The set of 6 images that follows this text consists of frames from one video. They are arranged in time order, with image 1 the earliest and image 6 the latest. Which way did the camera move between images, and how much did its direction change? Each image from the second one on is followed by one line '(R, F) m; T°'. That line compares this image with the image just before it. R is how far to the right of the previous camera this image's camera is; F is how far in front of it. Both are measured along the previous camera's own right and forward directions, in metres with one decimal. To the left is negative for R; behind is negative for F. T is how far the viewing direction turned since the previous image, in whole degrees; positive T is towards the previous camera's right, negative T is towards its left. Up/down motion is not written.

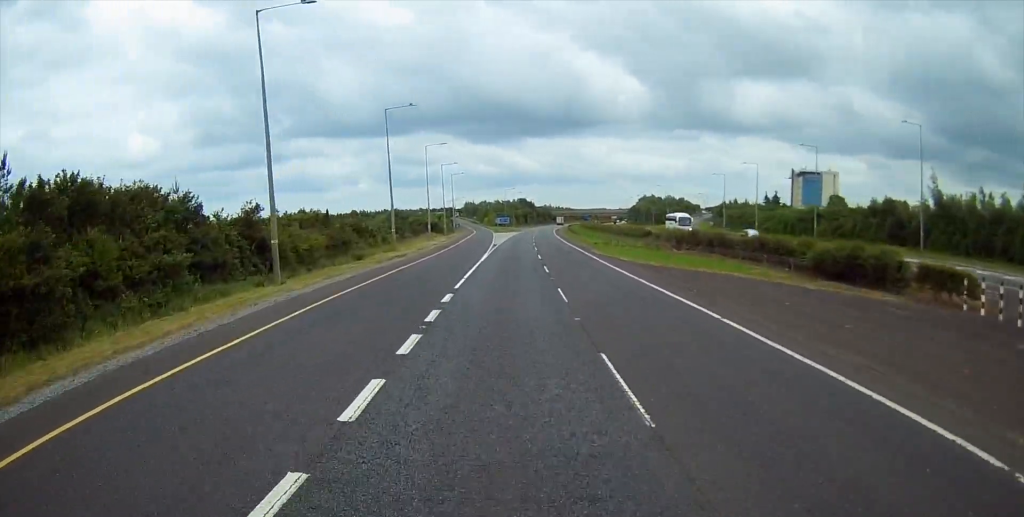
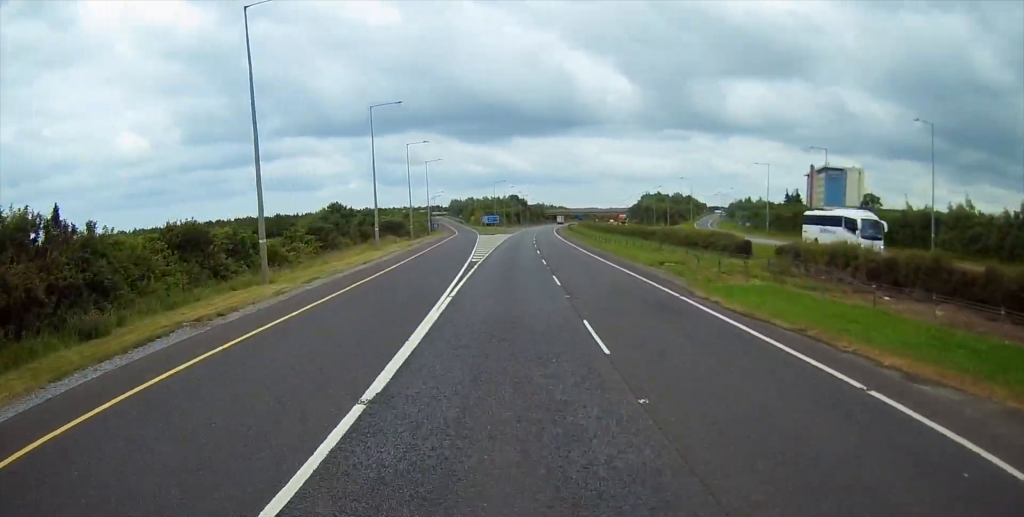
(+0.1, +31.7) m; 0°
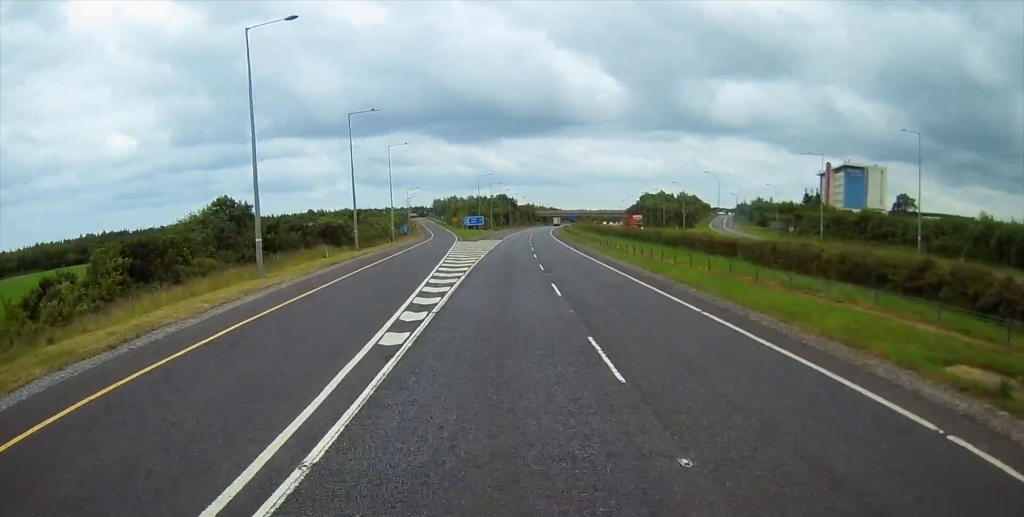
(+0.3, +27.3) m; +2°
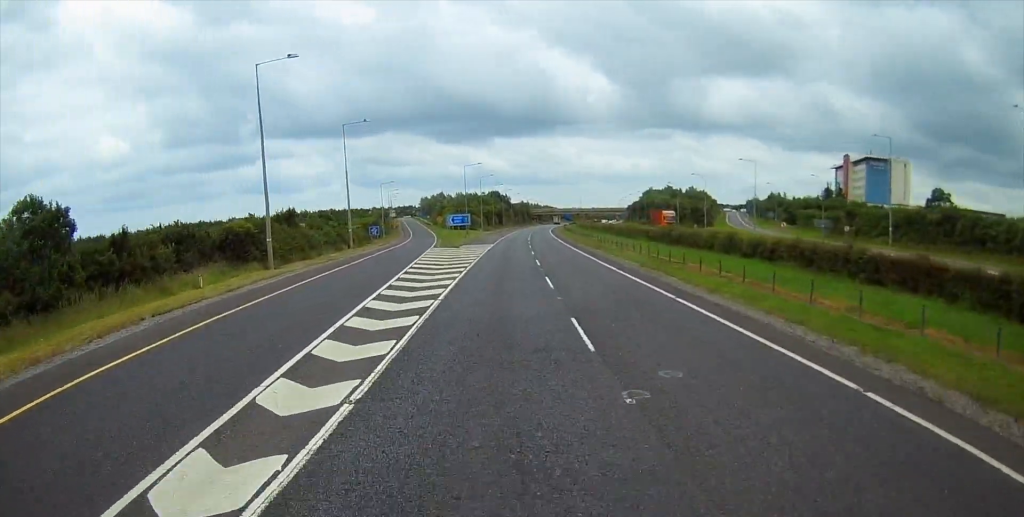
(+0.3, +21.9) m; 0°
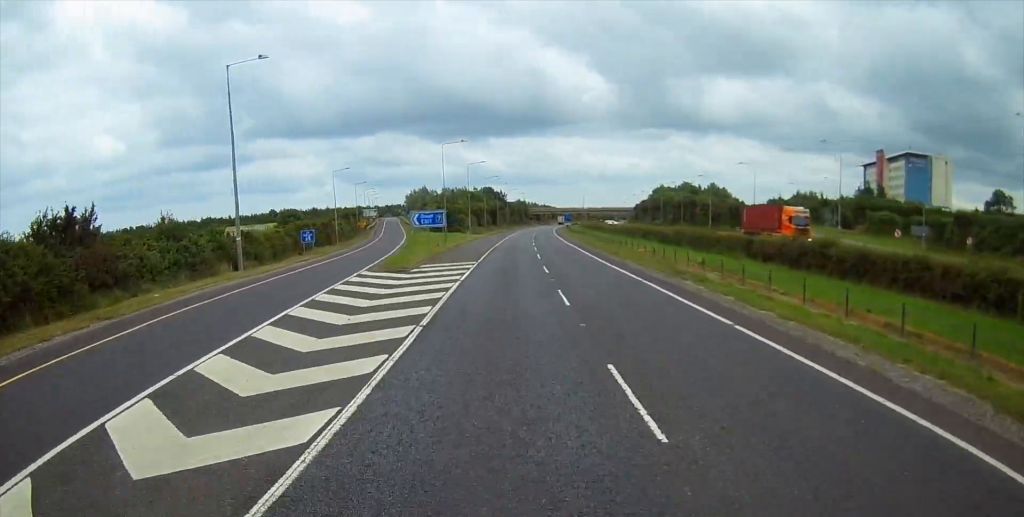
(-0.5, +29.5) m; 0°
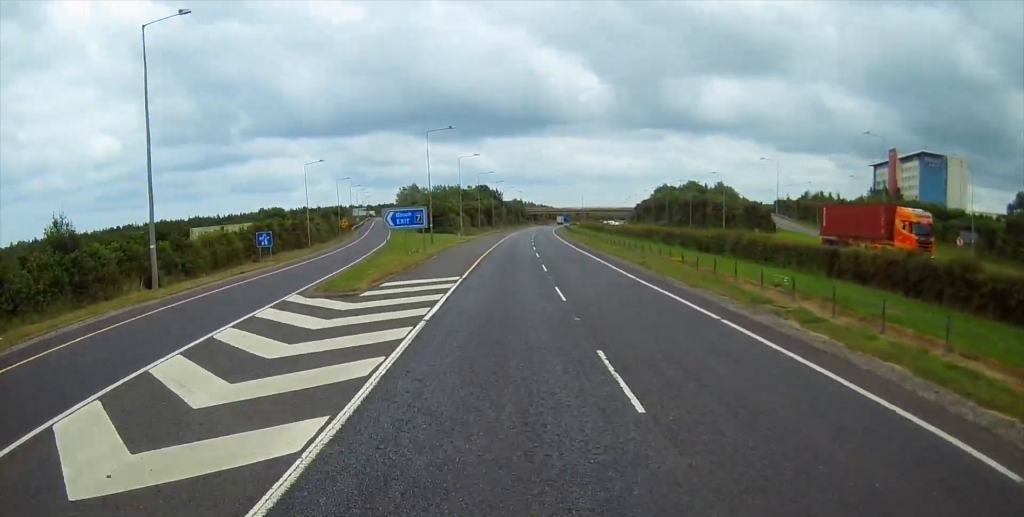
(+0.1, +10.9) m; +1°
